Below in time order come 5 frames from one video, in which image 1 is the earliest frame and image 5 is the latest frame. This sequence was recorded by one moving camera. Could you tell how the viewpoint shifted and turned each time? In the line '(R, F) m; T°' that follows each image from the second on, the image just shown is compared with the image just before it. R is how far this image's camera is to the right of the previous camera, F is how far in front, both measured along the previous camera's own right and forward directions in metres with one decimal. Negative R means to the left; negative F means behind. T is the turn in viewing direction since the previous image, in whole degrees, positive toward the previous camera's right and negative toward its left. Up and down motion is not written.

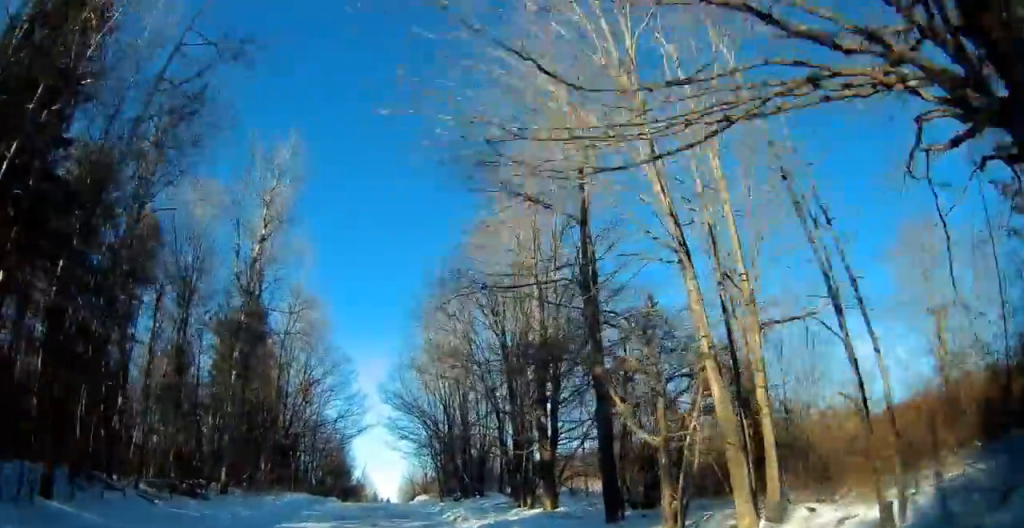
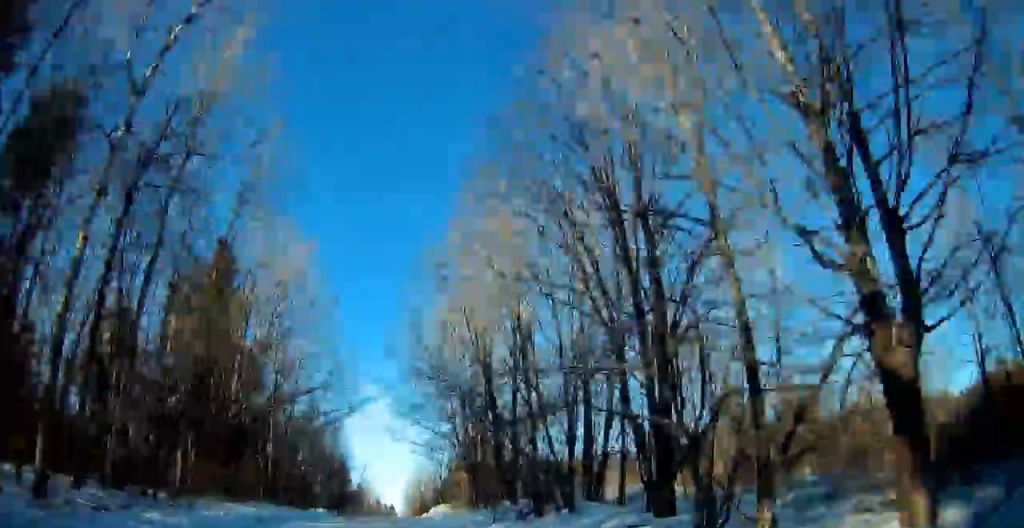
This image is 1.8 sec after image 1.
(0.0, +17.2) m; +1°
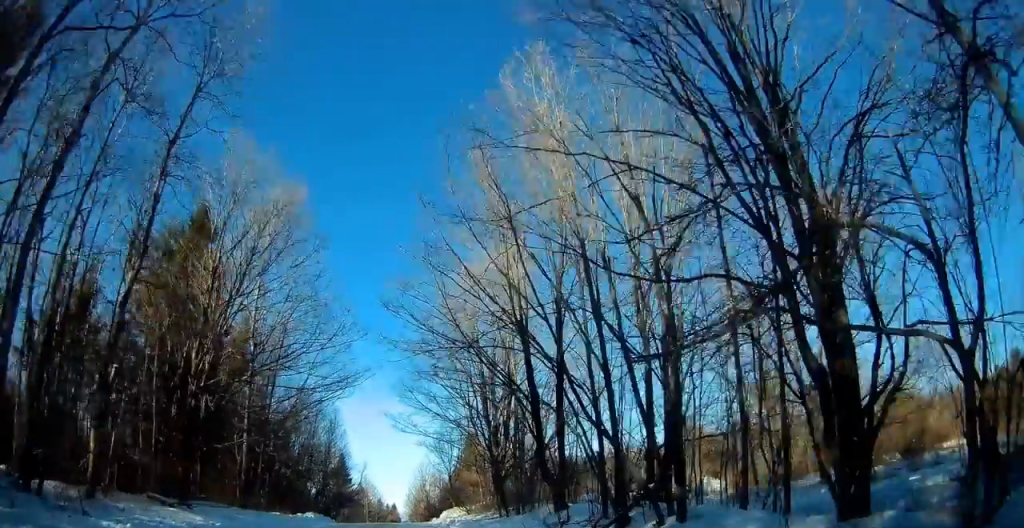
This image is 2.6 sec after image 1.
(+0.1, +7.5) m; 0°
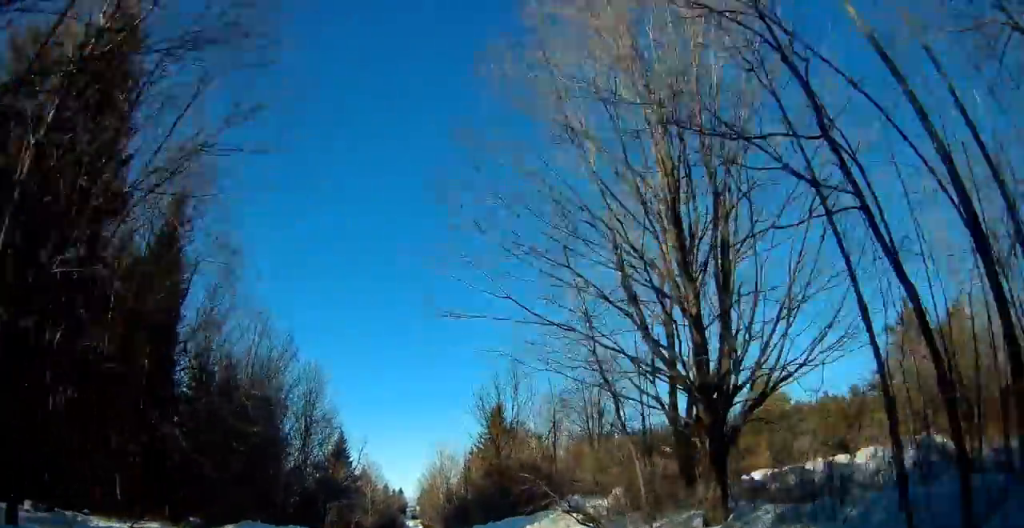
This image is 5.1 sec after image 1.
(-0.4, +21.8) m; -3°
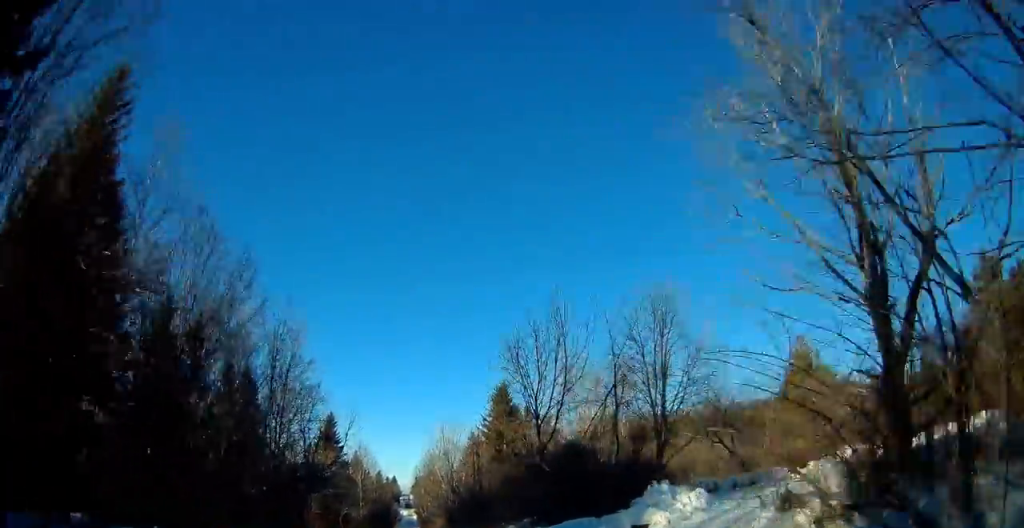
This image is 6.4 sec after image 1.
(0.0, +10.4) m; -1°
